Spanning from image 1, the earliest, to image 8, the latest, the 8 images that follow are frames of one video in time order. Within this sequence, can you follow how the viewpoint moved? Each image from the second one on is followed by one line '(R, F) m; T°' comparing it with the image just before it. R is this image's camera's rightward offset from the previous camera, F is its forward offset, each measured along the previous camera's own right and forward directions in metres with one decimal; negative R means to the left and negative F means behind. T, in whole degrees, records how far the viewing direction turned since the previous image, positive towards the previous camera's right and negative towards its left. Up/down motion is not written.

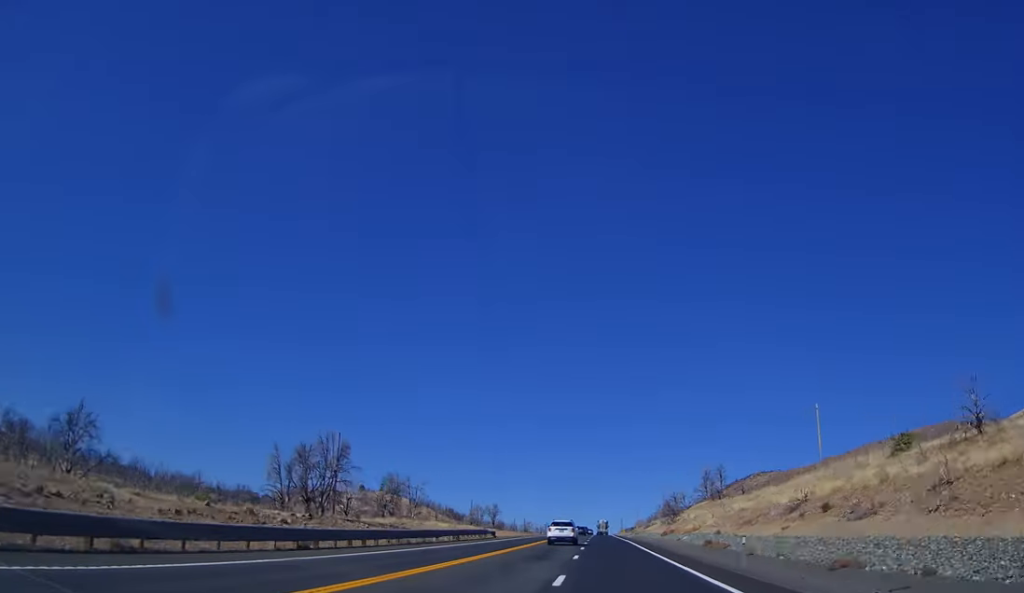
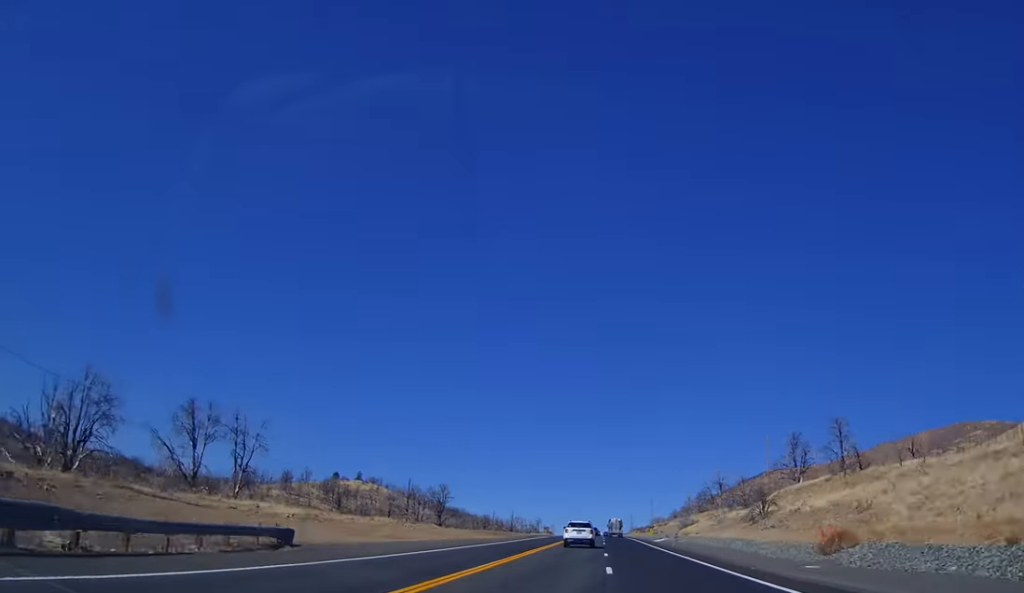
(+0.2, +56.2) m; 0°
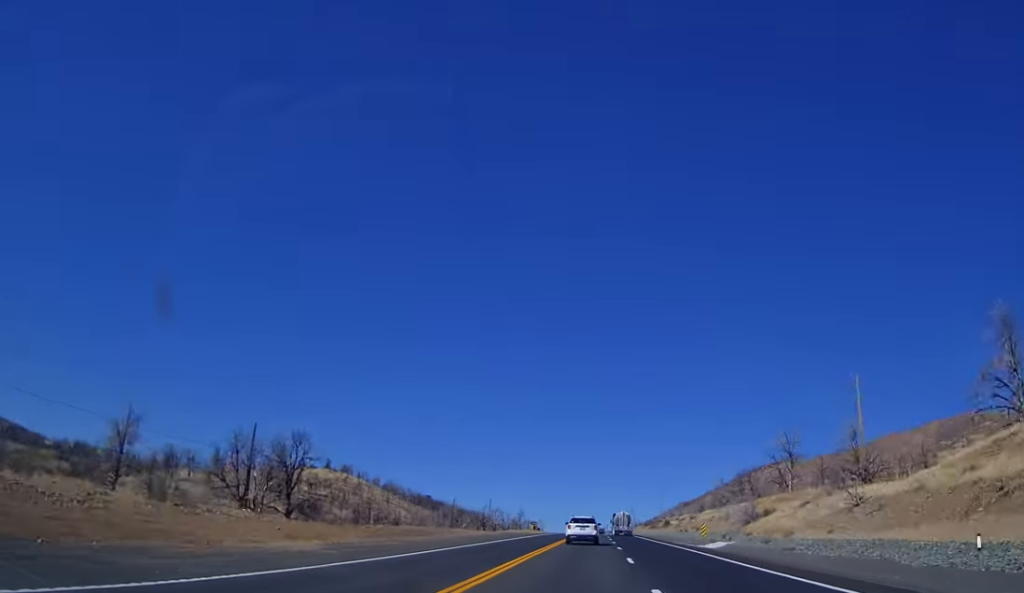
(-0.3, +46.0) m; -1°
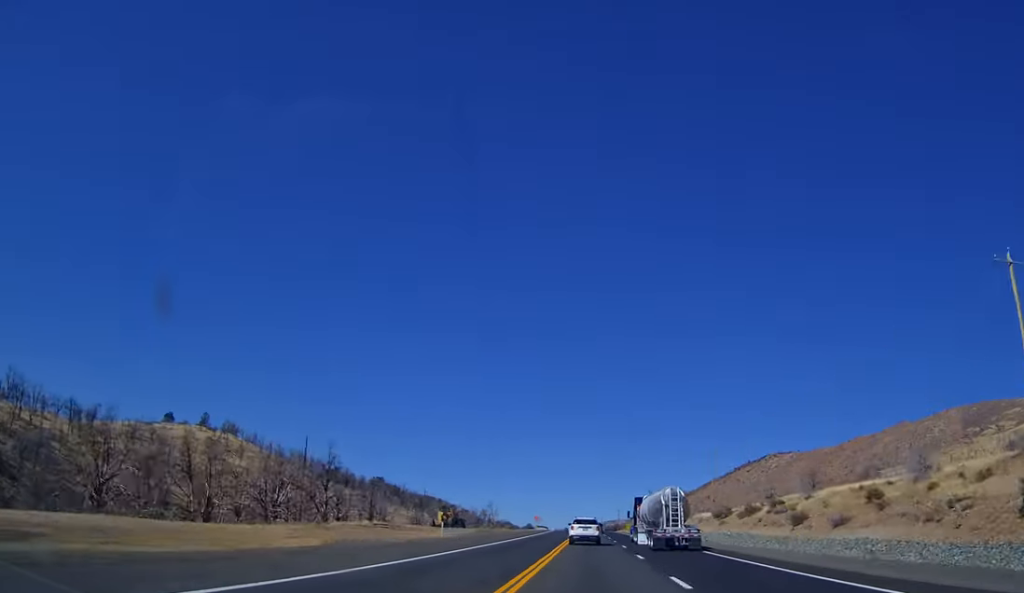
(+0.3, +122.3) m; +1°
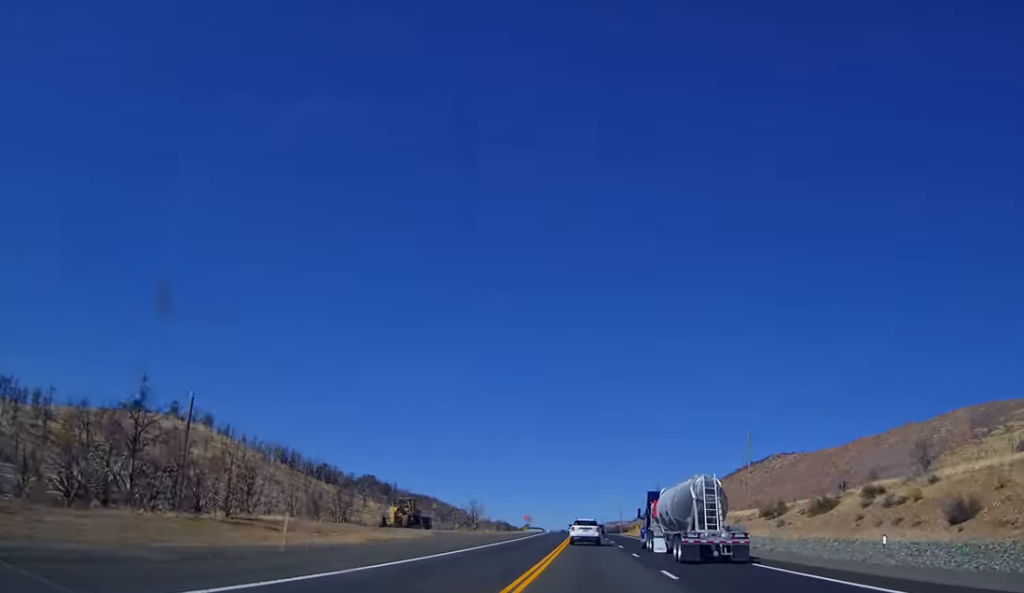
(+0.4, +22.1) m; 0°
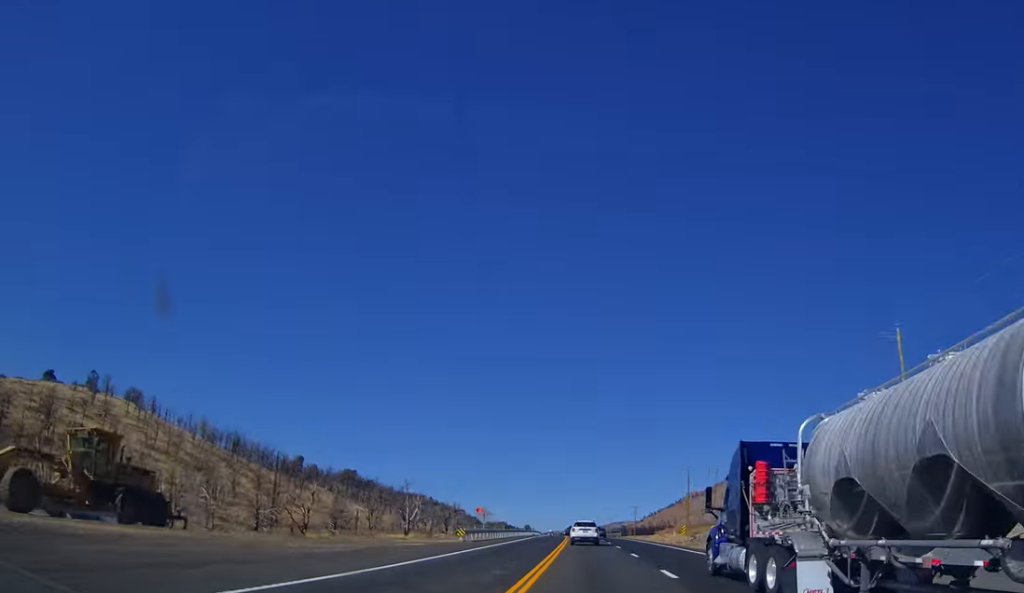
(+0.2, +49.2) m; 0°
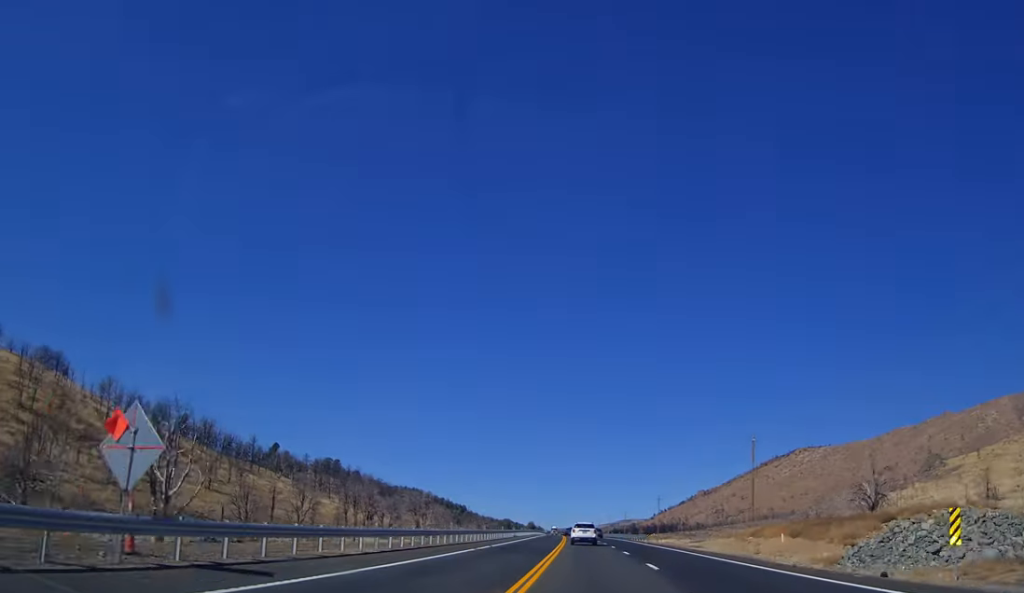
(-0.4, +45.2) m; -1°
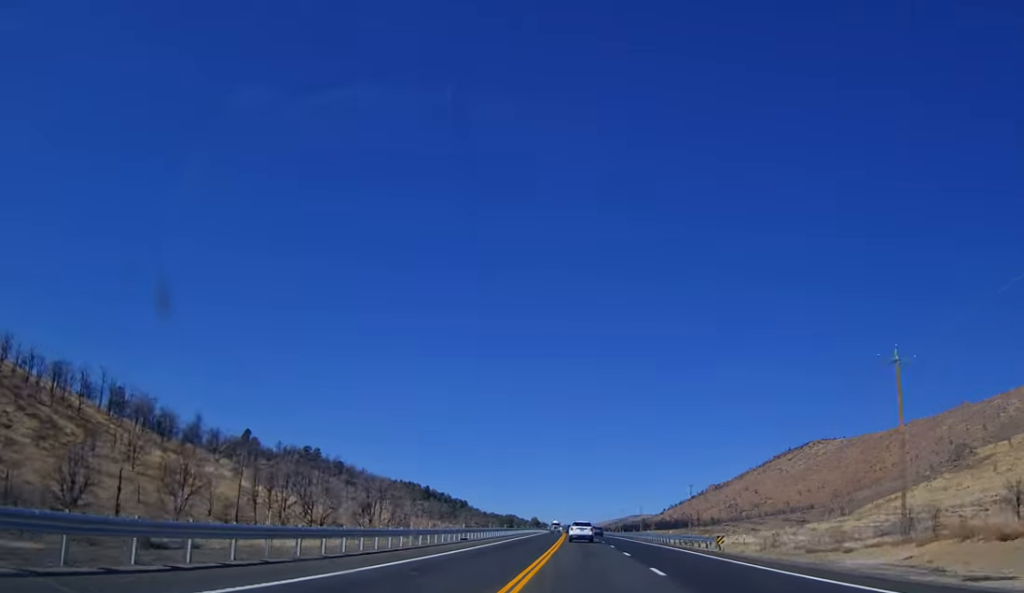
(-0.3, +39.7) m; -1°
